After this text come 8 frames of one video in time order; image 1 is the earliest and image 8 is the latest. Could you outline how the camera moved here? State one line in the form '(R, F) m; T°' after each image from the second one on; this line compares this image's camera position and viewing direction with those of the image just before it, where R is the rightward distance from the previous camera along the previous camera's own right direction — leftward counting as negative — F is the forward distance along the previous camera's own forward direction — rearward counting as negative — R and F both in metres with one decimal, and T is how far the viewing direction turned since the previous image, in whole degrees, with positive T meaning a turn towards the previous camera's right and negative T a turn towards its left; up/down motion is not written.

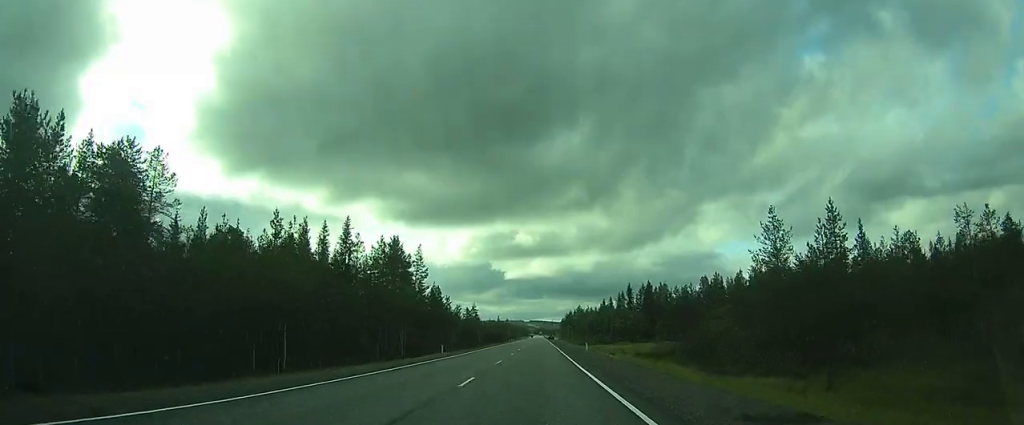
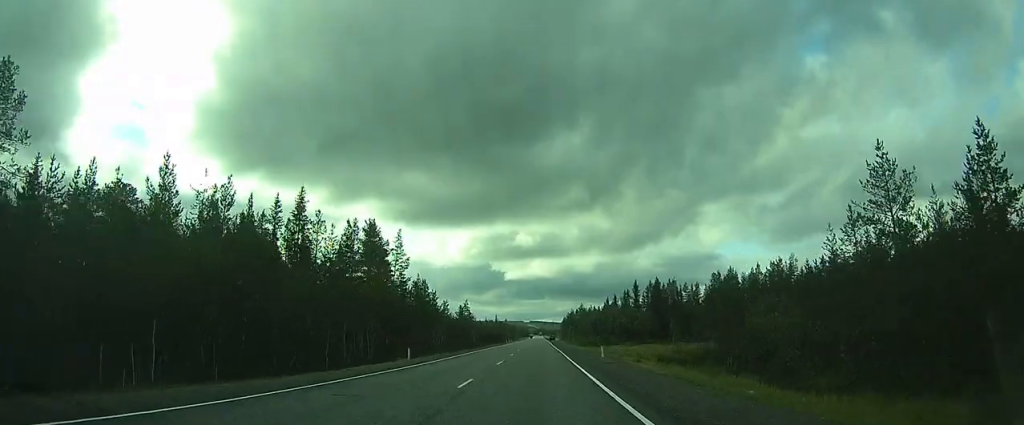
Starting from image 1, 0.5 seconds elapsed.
(-0.1, +13.4) m; 0°
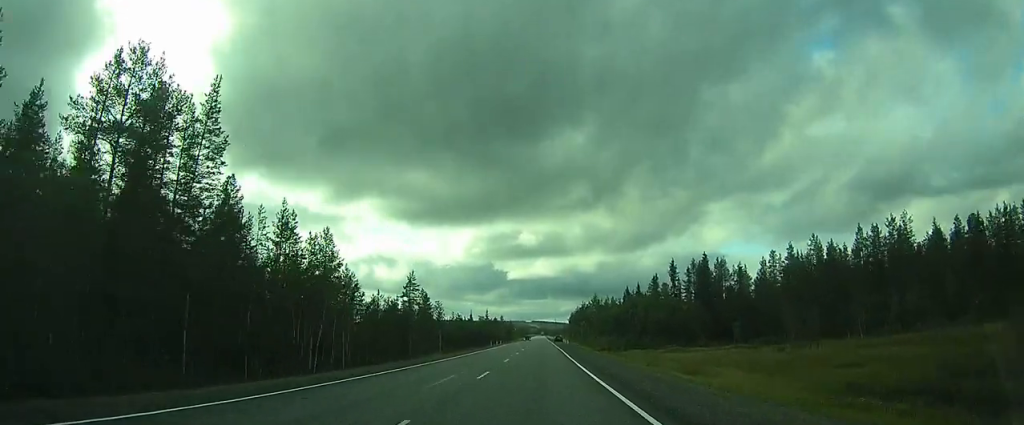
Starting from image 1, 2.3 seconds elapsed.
(-0.6, +49.2) m; 0°
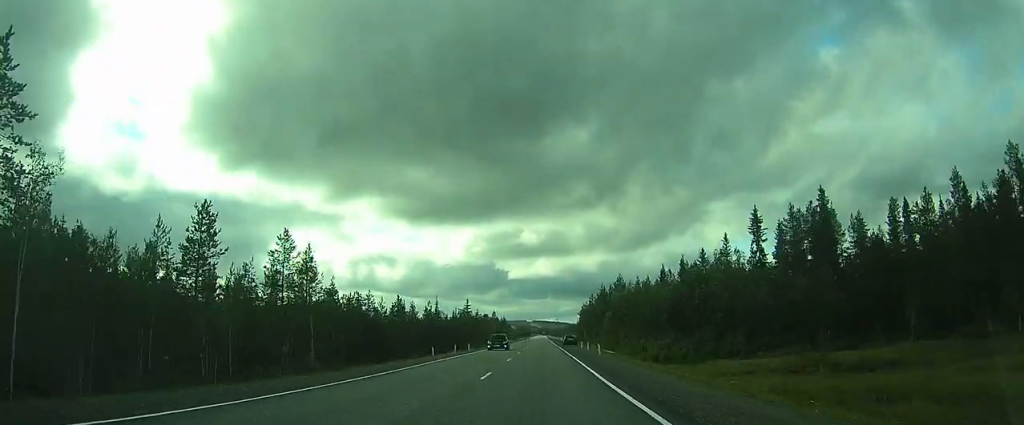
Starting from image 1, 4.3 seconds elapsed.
(+0.5, +53.4) m; +1°
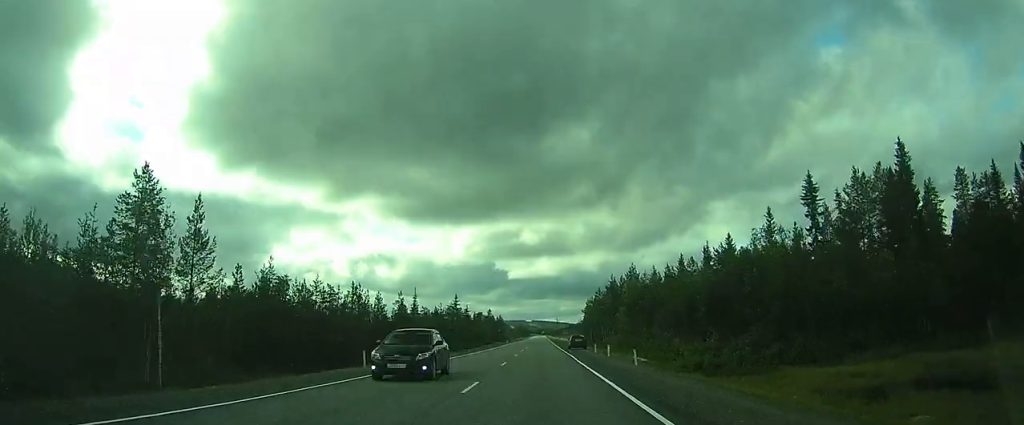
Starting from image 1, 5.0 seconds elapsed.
(-0.1, +17.6) m; +1°
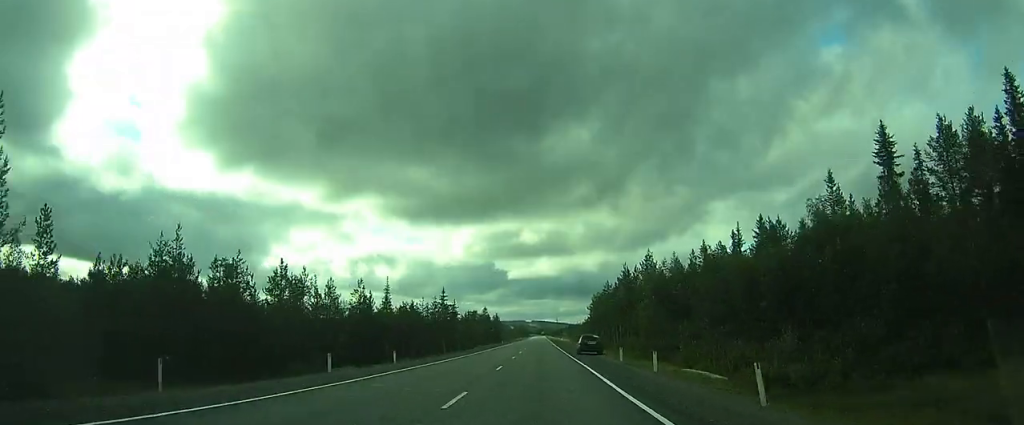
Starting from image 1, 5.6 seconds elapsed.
(+0.2, +15.7) m; +1°
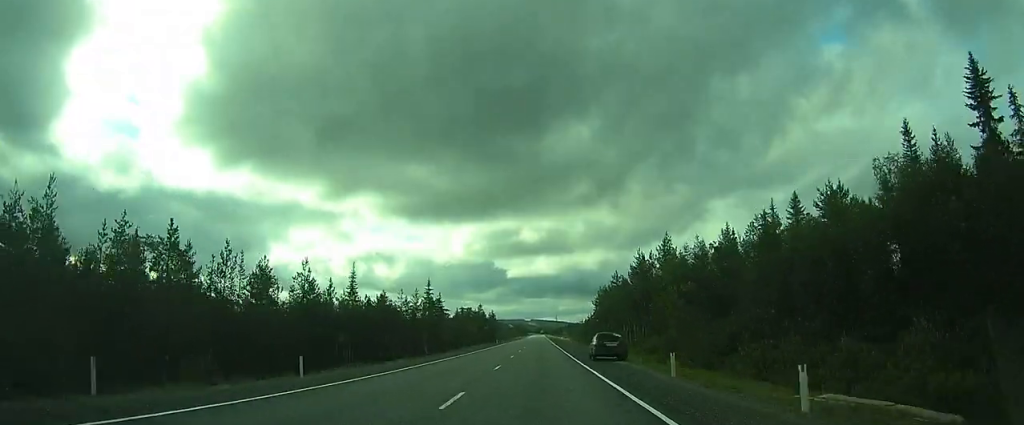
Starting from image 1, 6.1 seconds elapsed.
(+0.2, +13.0) m; +1°
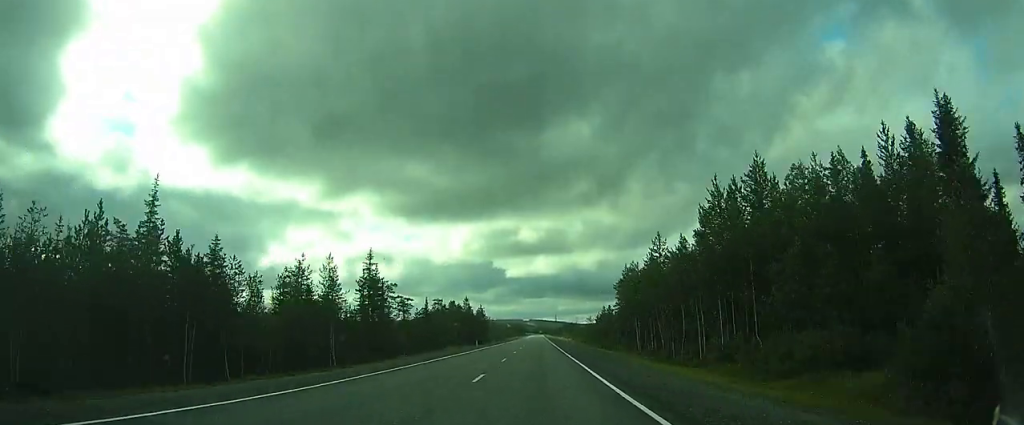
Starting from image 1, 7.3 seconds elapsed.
(-0.1, +32.0) m; -1°
